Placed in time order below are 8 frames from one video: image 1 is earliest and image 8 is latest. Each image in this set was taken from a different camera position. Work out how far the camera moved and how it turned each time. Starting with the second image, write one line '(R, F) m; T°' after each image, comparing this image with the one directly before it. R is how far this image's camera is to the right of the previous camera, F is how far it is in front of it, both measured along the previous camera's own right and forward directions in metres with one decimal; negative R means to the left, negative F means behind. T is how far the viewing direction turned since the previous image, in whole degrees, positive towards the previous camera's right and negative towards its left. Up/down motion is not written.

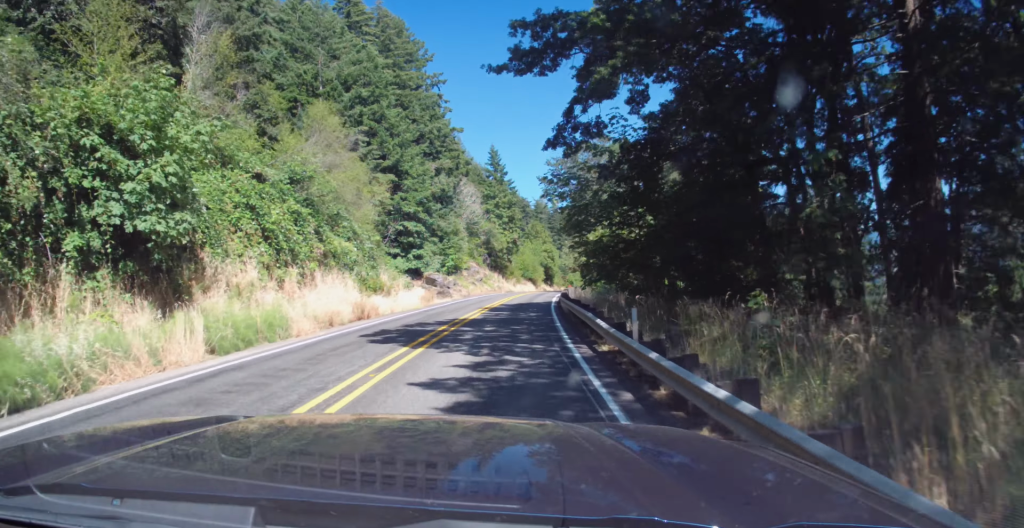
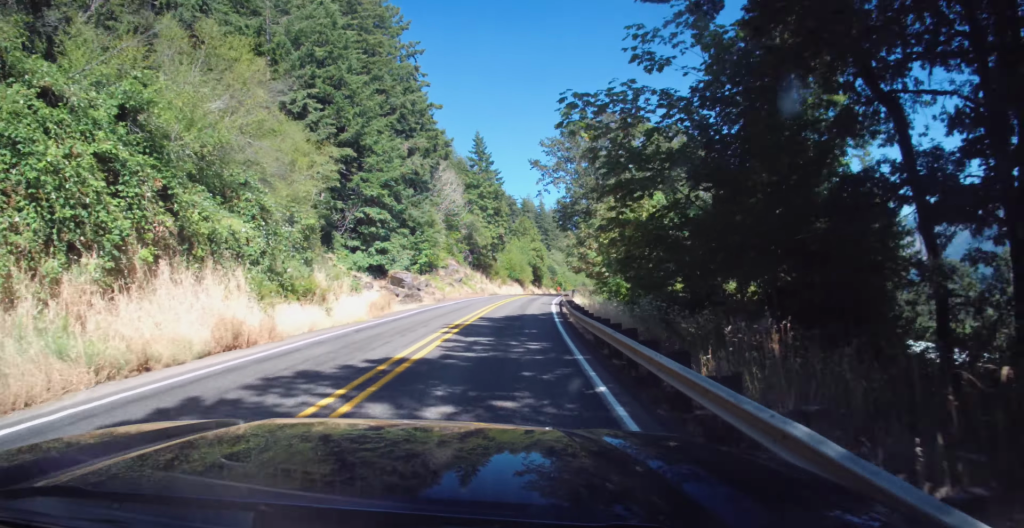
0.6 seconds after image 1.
(0.0, +12.9) m; +1°
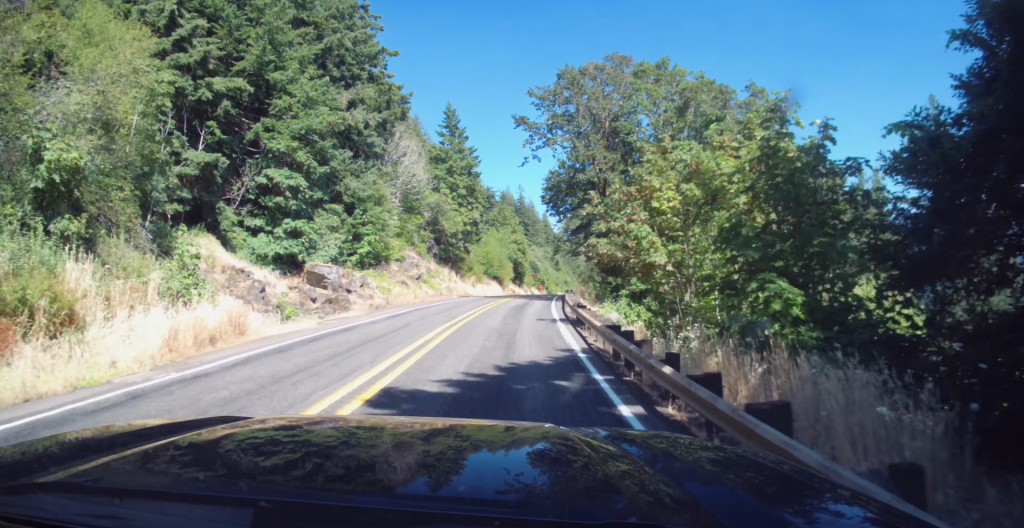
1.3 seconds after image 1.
(+0.7, +17.6) m; +2°
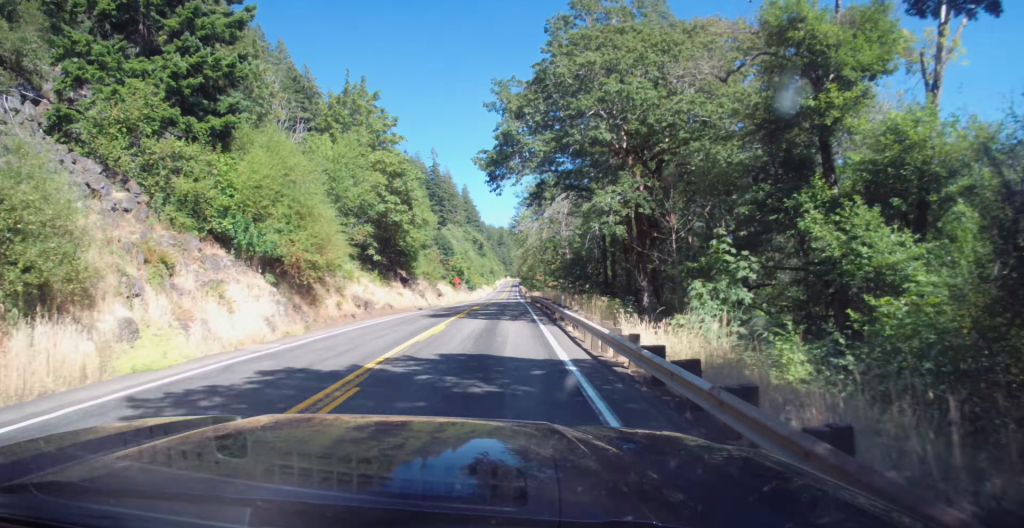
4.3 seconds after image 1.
(+4.5, +71.4) m; +7°
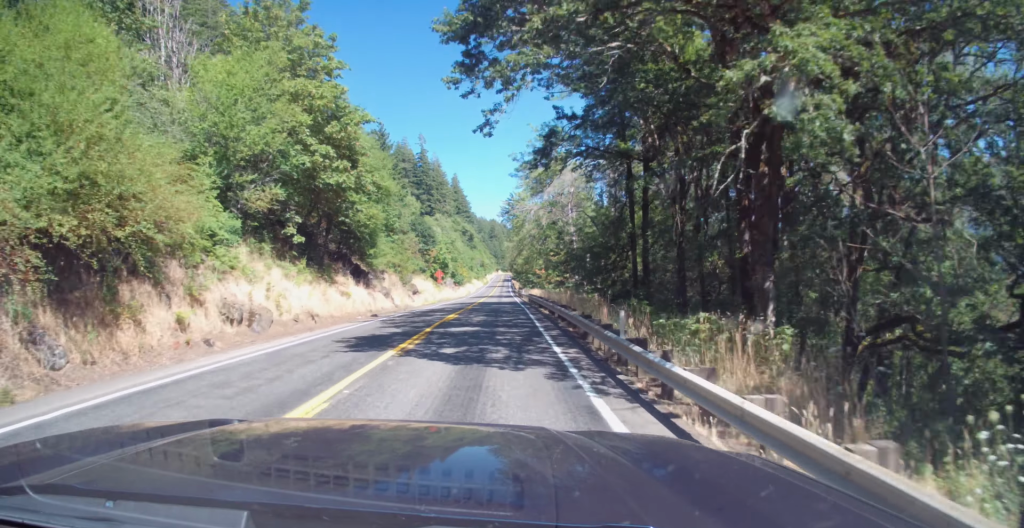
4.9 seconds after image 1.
(+0.3, +15.1) m; +1°
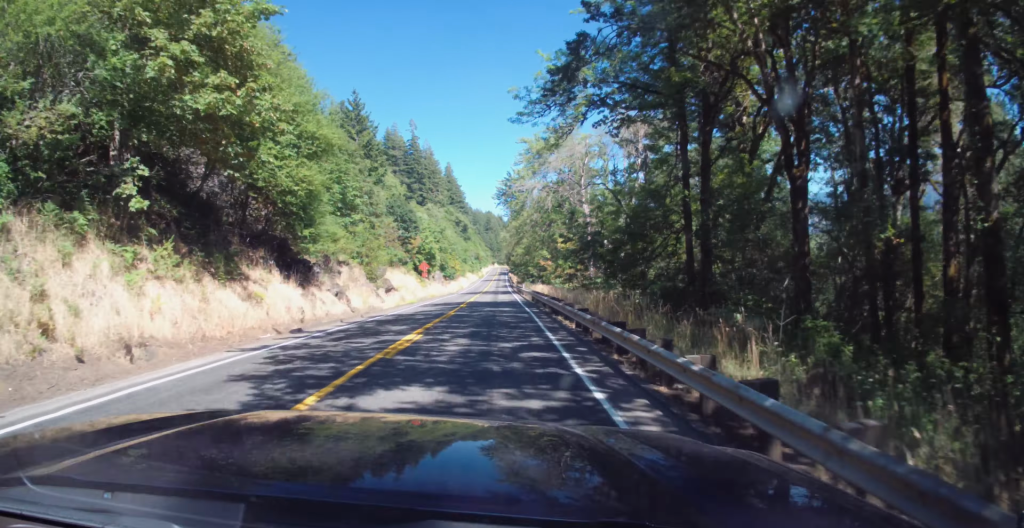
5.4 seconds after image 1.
(+0.1, +13.0) m; +1°
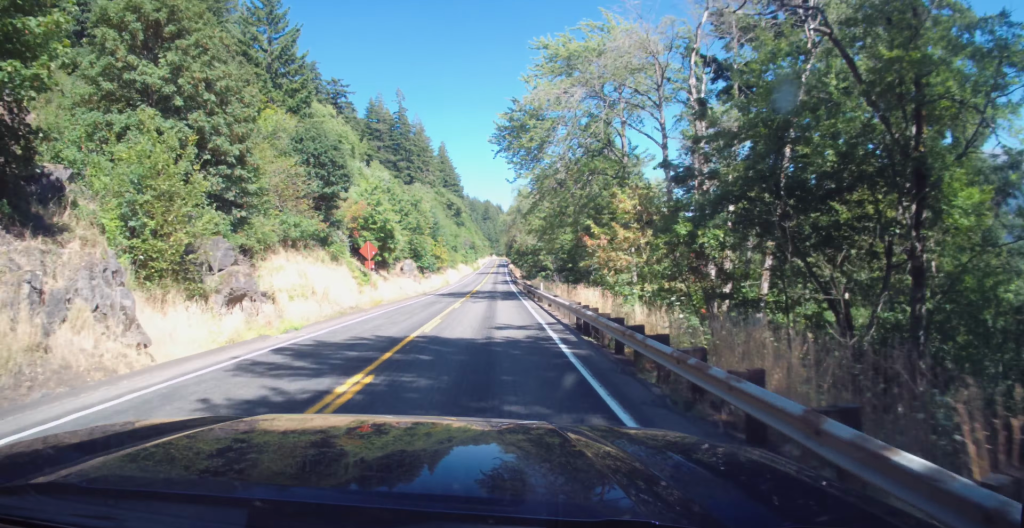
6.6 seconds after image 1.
(0.0, +30.4) m; 0°
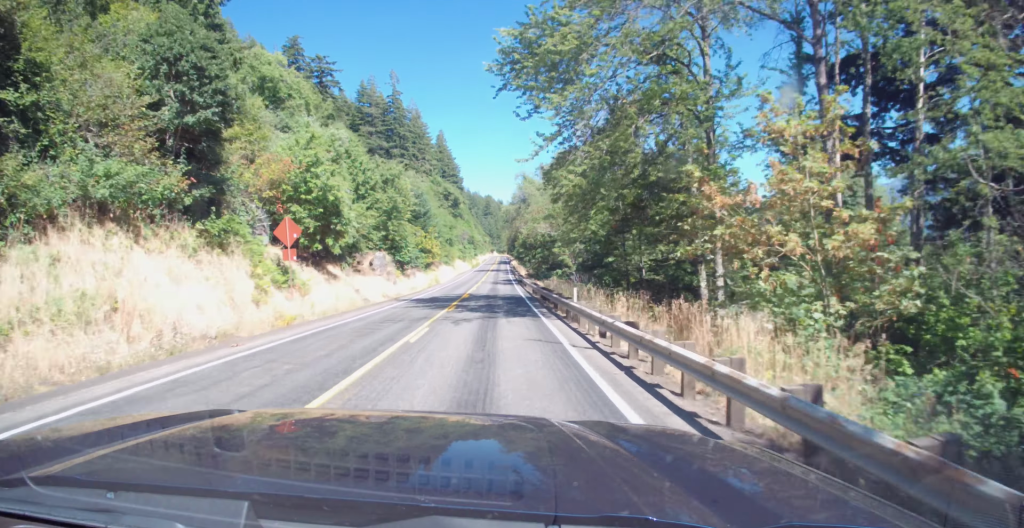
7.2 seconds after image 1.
(0.0, +15.9) m; 0°
